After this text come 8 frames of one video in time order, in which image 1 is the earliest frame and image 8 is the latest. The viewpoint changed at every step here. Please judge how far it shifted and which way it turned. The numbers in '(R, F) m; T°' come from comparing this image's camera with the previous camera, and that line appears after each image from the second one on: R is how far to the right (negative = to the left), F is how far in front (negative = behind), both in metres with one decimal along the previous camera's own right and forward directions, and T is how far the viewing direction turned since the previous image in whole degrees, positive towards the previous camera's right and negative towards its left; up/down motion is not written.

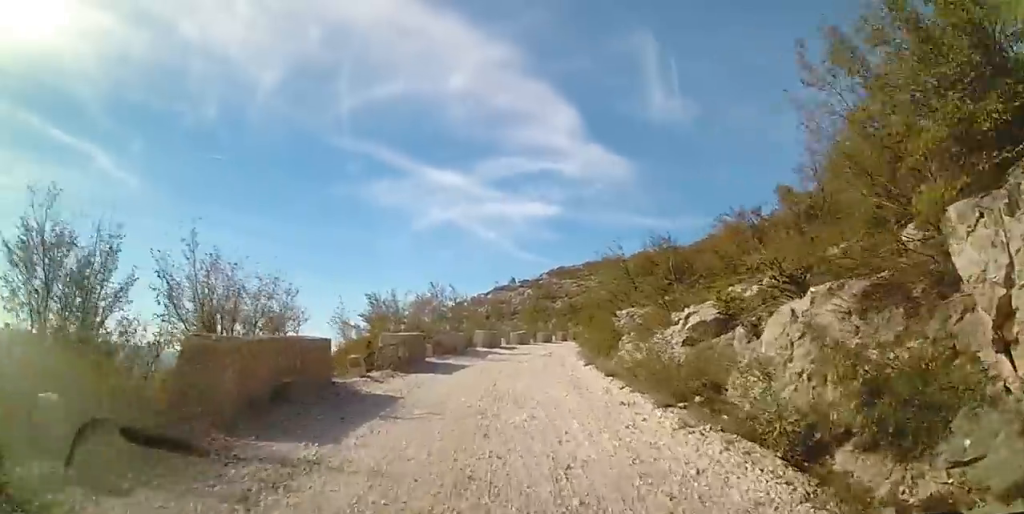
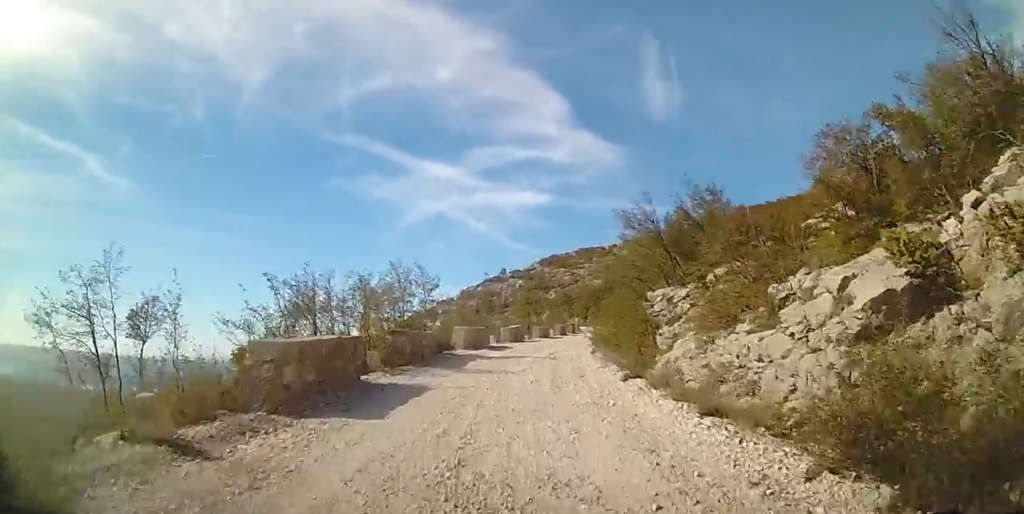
(-0.4, +6.9) m; -1°
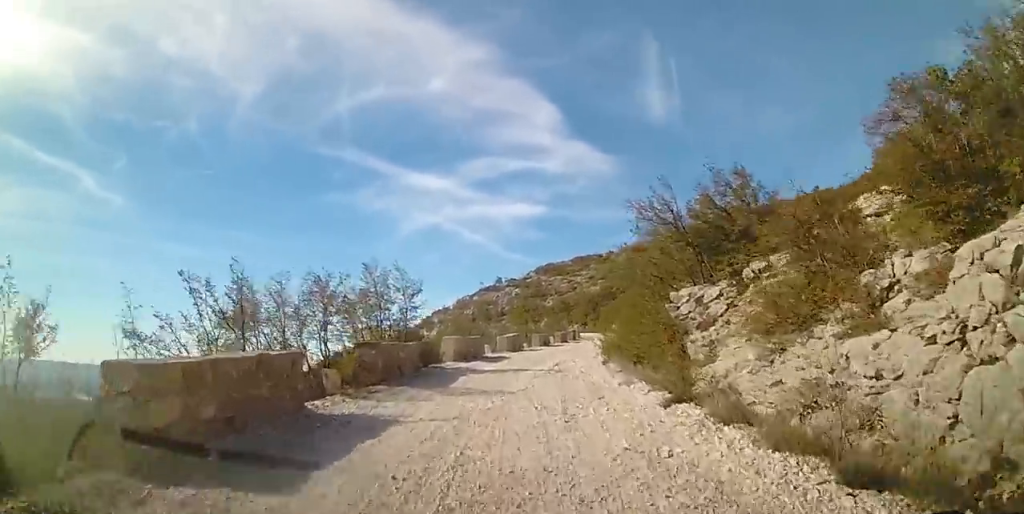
(0.0, +2.9) m; +2°
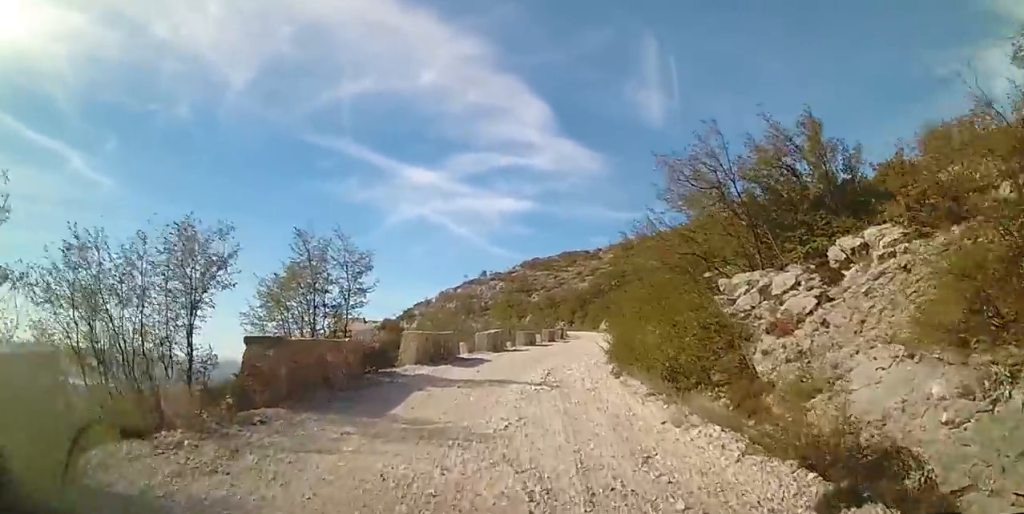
(+0.2, +4.4) m; +3°
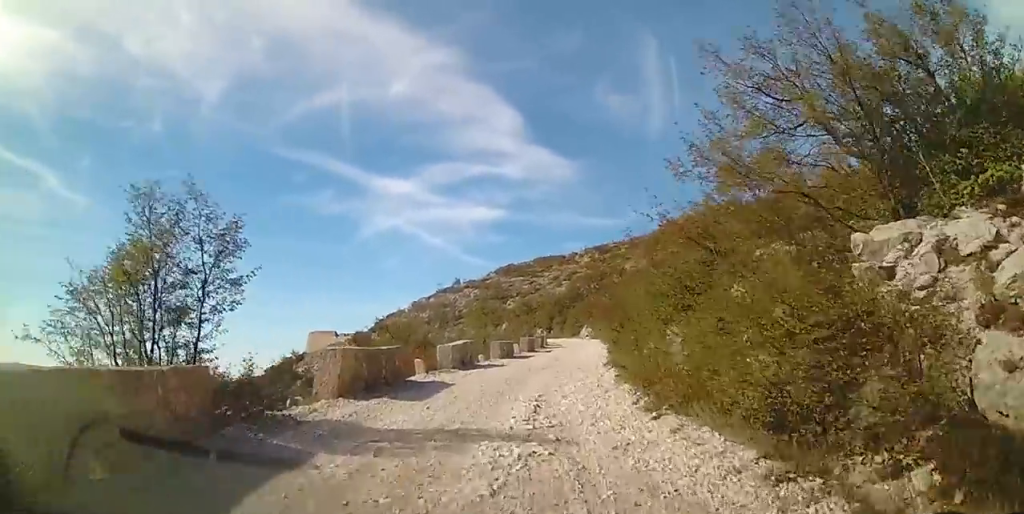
(+0.2, +5.0) m; +2°
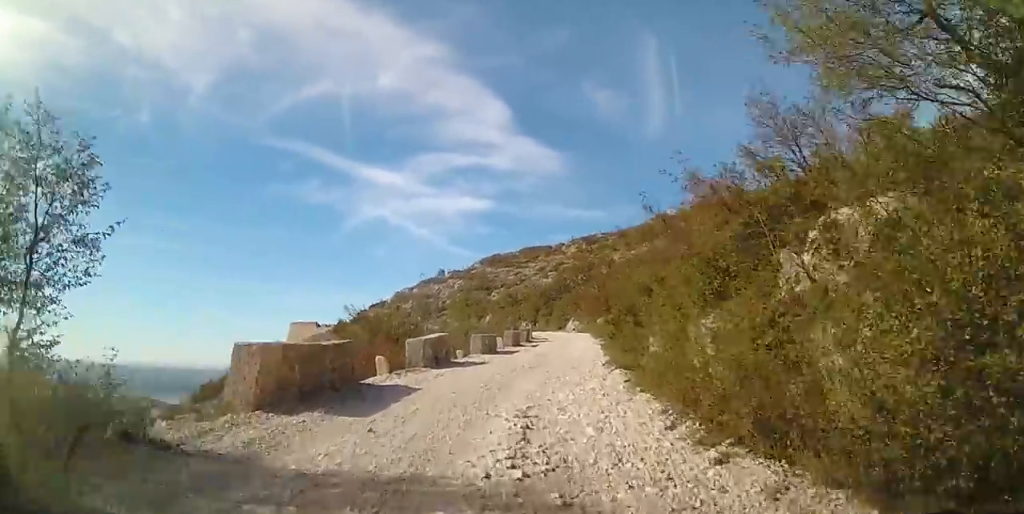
(-0.1, +2.8) m; 0°
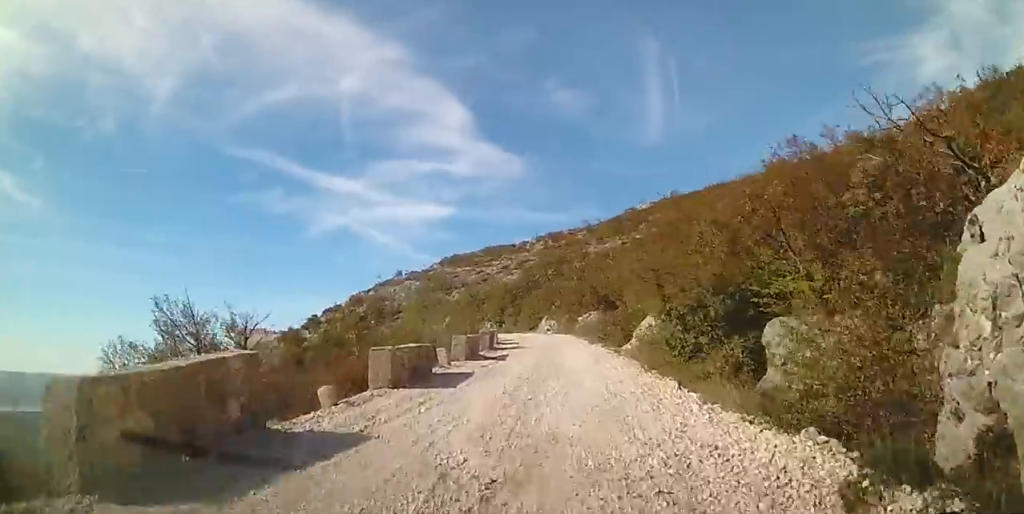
(+0.2, +12.2) m; +3°
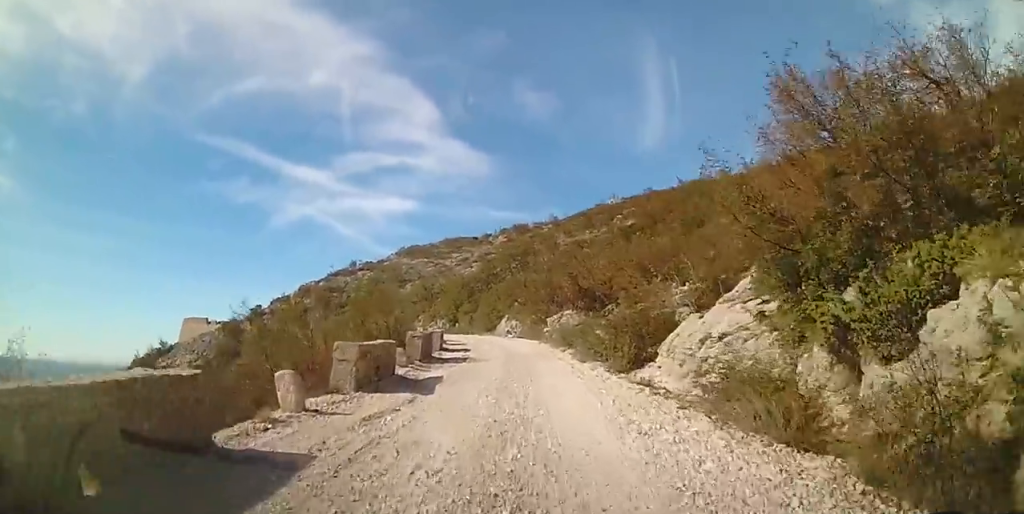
(+0.3, +9.4) m; +4°
